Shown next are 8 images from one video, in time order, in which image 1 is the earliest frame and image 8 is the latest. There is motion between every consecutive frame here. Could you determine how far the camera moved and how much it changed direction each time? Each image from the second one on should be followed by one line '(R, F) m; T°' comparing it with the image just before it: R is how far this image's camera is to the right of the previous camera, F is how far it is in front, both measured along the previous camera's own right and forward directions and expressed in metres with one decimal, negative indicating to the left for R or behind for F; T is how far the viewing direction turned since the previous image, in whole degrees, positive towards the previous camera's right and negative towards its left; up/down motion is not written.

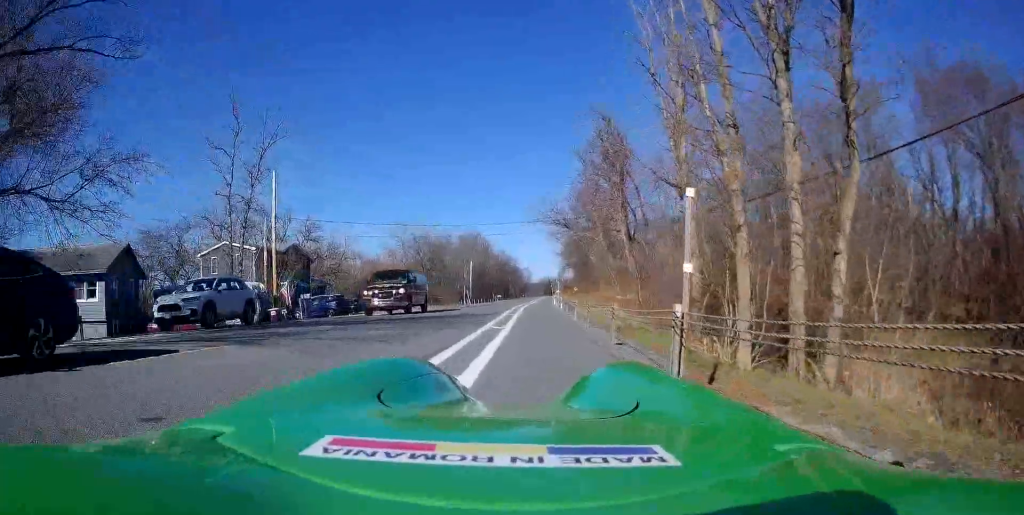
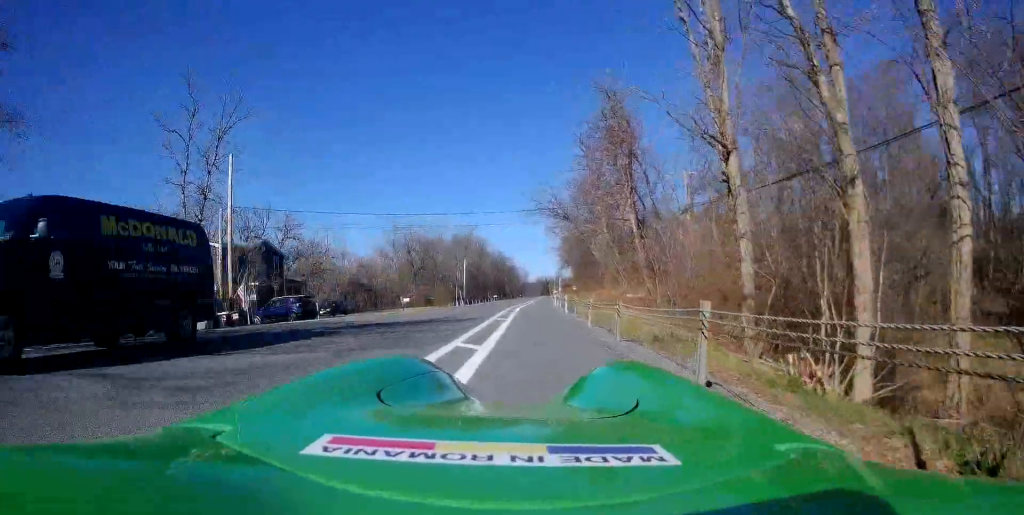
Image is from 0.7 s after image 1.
(-0.1, +5.8) m; -3°
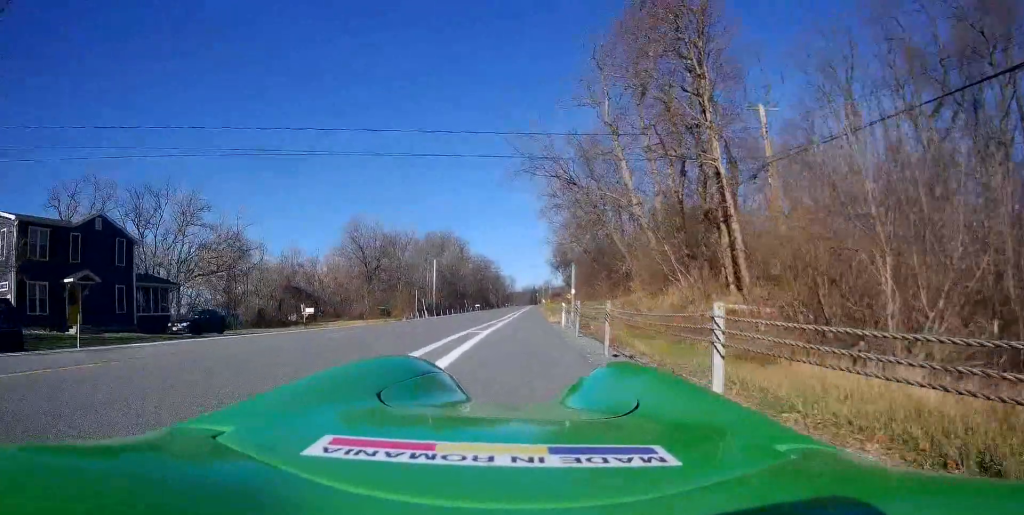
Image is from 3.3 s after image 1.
(-0.7, +21.3) m; +1°
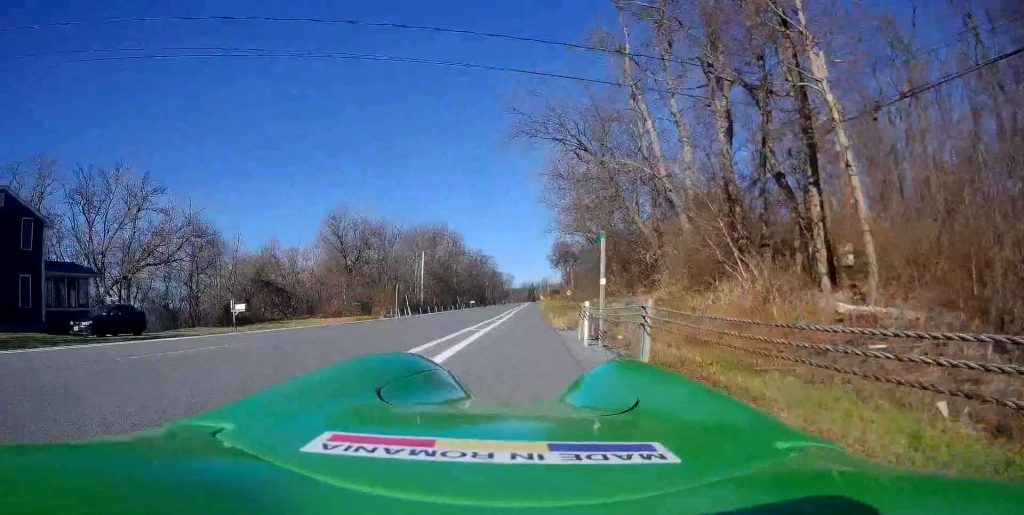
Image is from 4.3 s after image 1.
(+0.1, +8.1) m; +2°
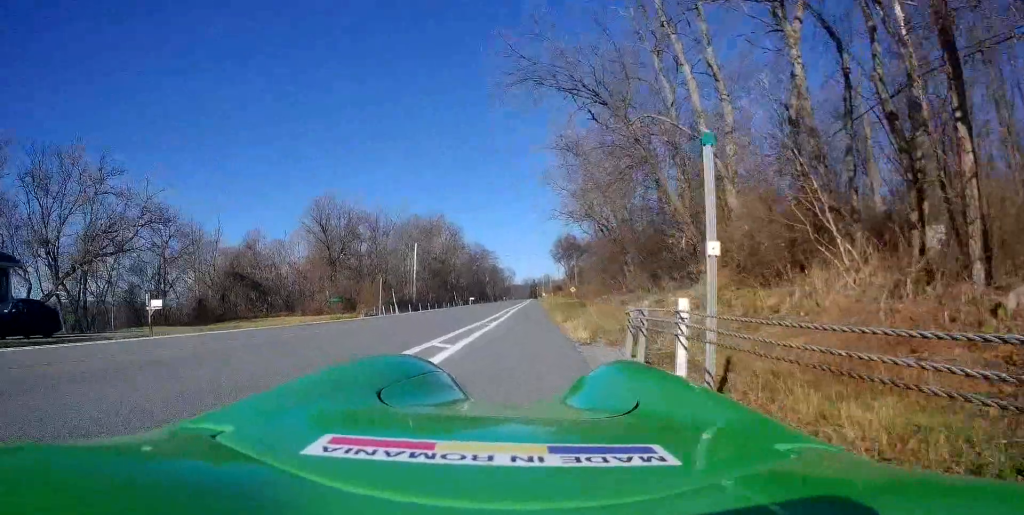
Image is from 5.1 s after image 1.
(+0.4, +6.4) m; -3°
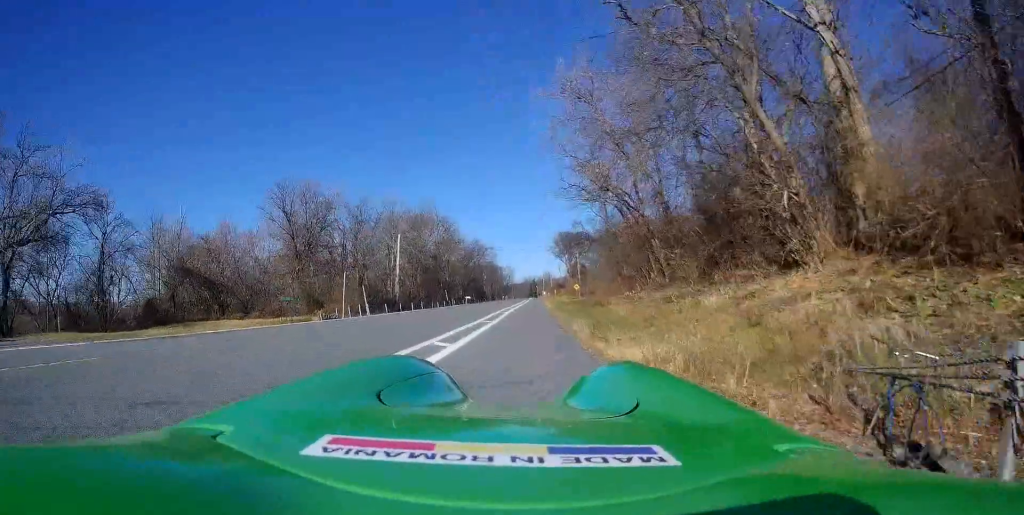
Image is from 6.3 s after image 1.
(-0.8, +9.2) m; +1°
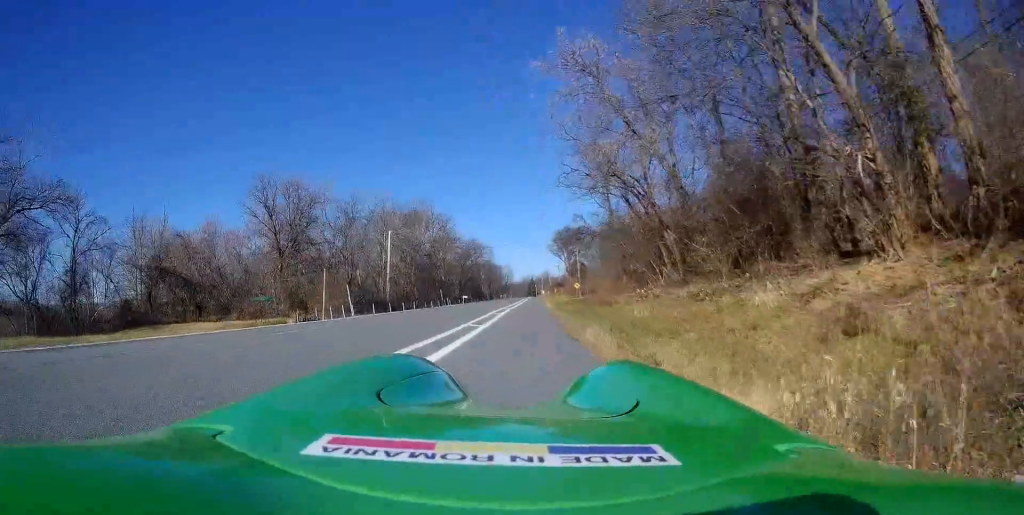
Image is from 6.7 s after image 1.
(+0.4, +3.3) m; +1°
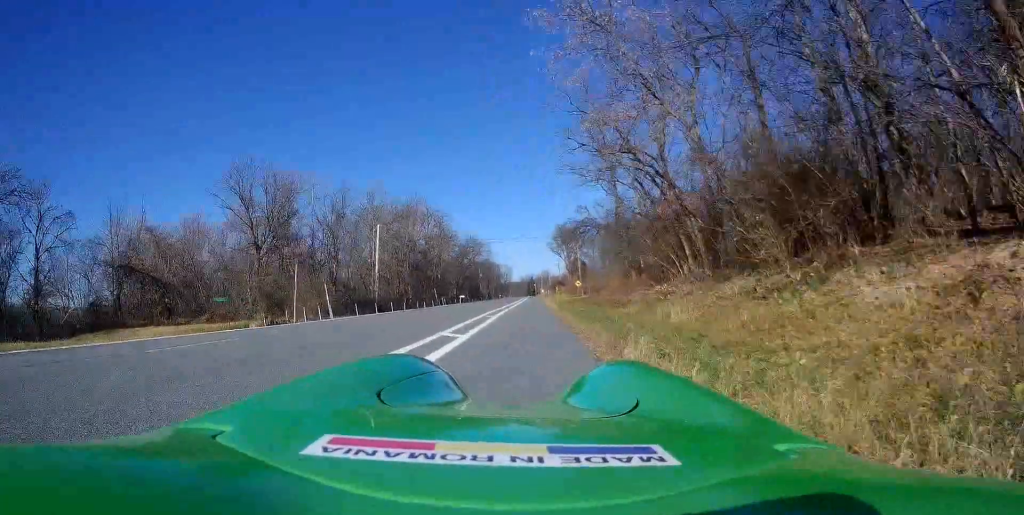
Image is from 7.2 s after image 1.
(+0.4, +4.4) m; +1°
